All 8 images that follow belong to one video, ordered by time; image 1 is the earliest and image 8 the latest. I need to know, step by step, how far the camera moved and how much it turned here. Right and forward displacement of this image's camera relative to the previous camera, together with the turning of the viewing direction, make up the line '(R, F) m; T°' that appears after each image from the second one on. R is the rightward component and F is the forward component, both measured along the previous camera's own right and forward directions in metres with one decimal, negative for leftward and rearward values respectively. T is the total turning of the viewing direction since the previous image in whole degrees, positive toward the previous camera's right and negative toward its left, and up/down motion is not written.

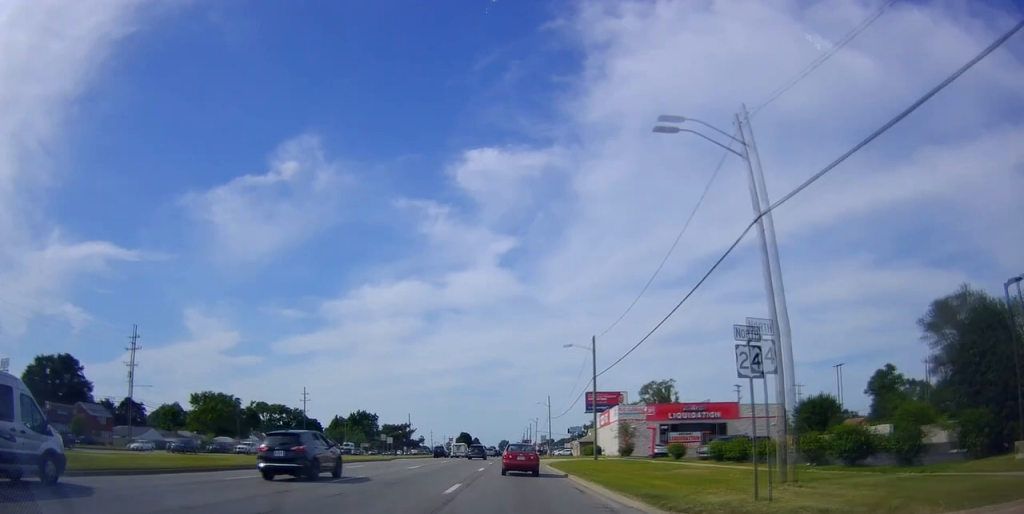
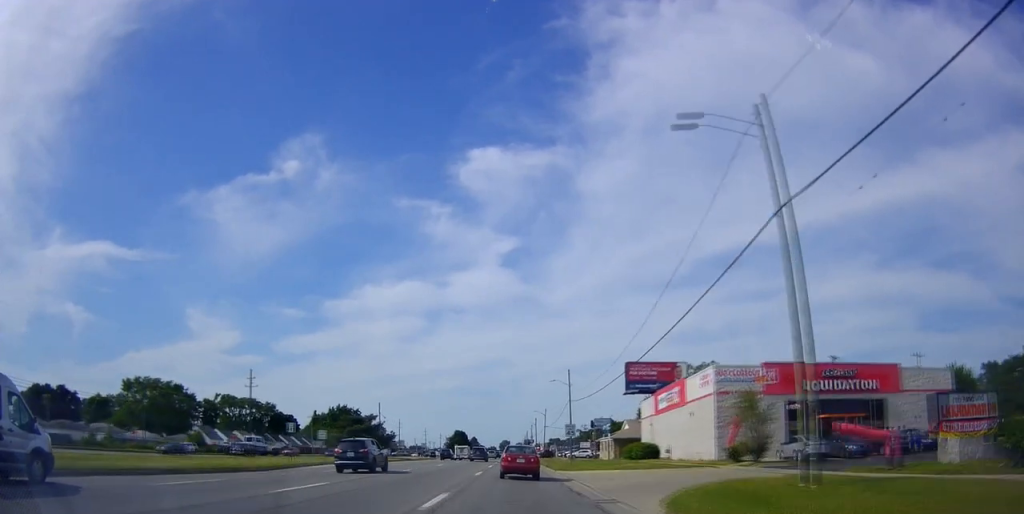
(-0.8, +34.3) m; 0°
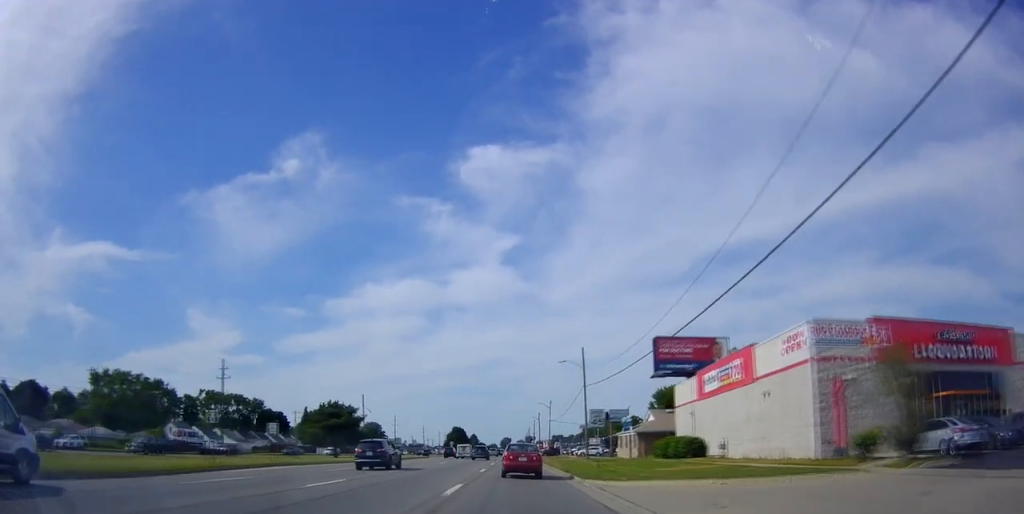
(+0.3, +13.3) m; 0°
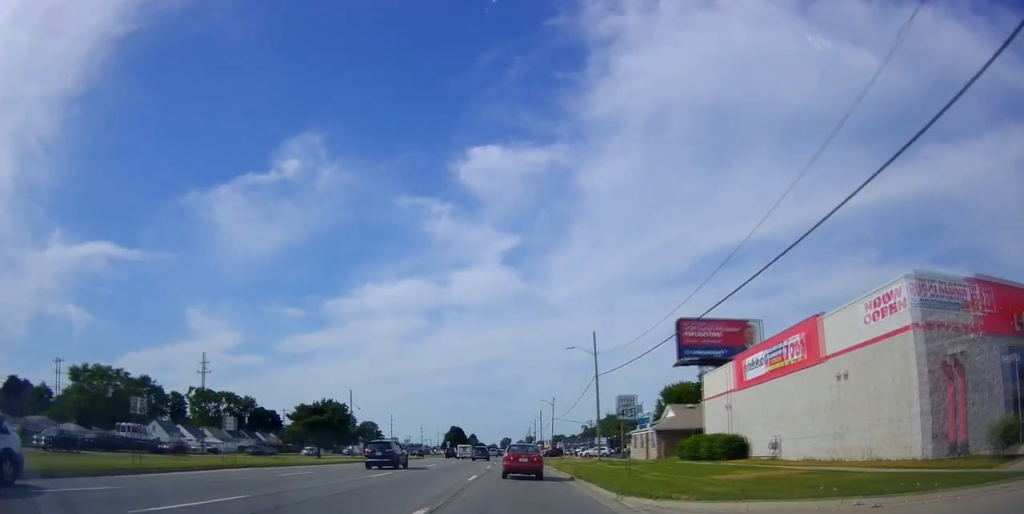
(-0.2, +7.8) m; 0°
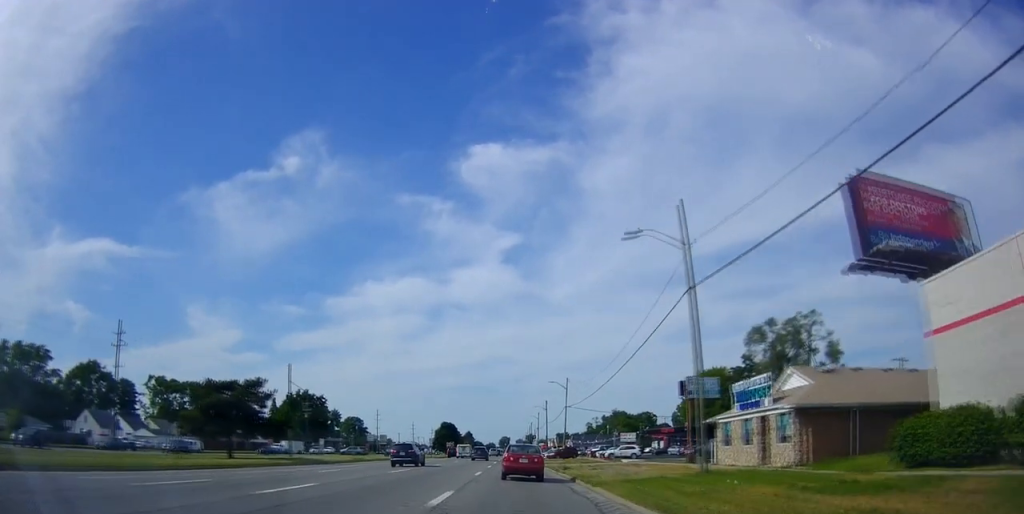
(+0.1, +26.4) m; 0°
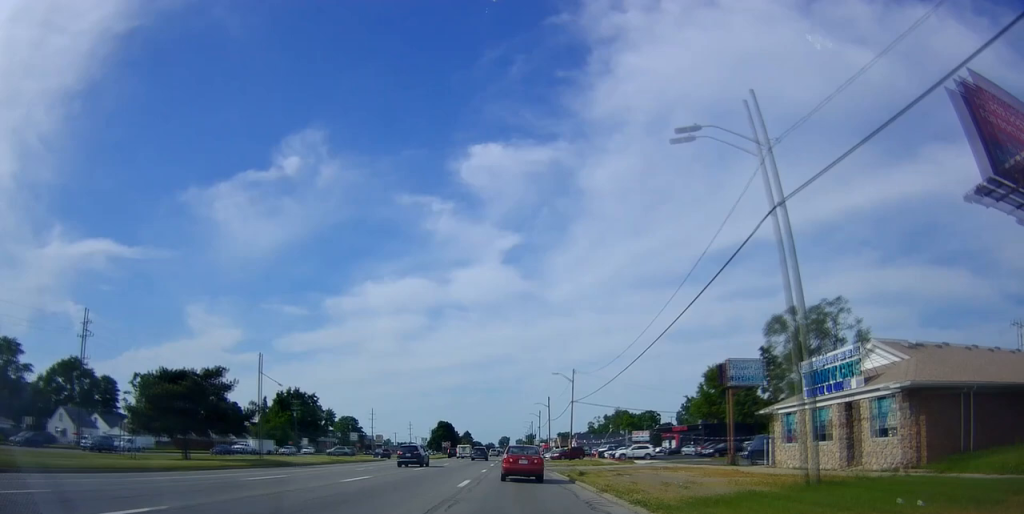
(-0.1, +8.3) m; 0°
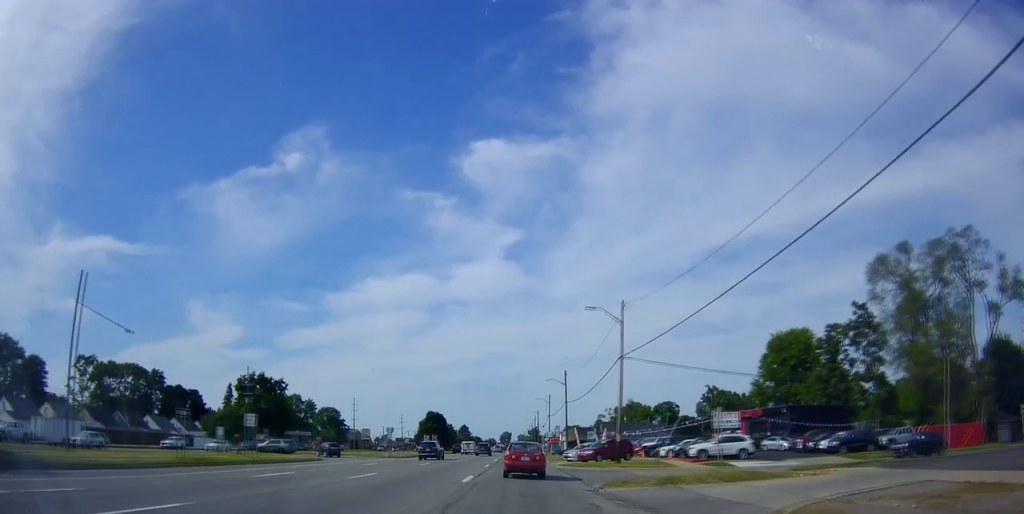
(+0.6, +29.6) m; +1°
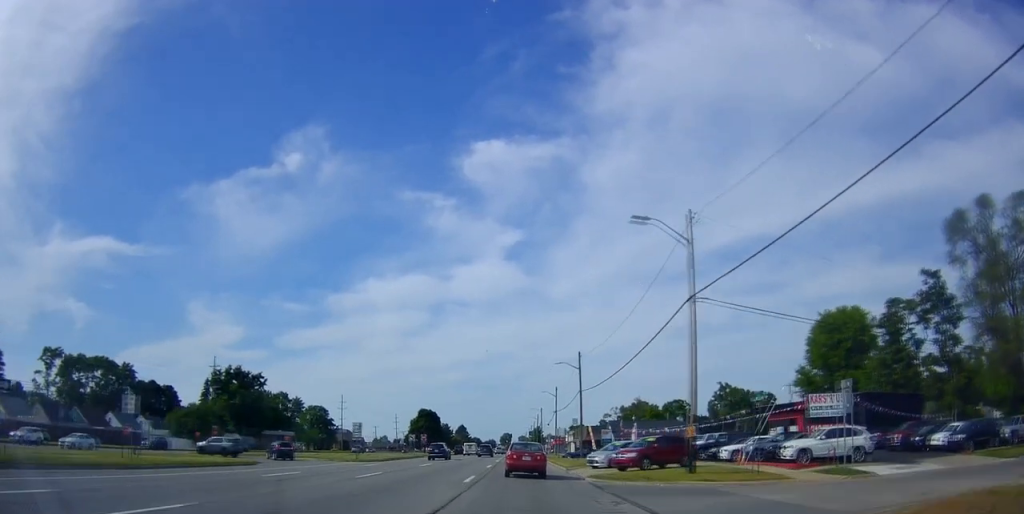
(-0.7, +15.2) m; -1°
